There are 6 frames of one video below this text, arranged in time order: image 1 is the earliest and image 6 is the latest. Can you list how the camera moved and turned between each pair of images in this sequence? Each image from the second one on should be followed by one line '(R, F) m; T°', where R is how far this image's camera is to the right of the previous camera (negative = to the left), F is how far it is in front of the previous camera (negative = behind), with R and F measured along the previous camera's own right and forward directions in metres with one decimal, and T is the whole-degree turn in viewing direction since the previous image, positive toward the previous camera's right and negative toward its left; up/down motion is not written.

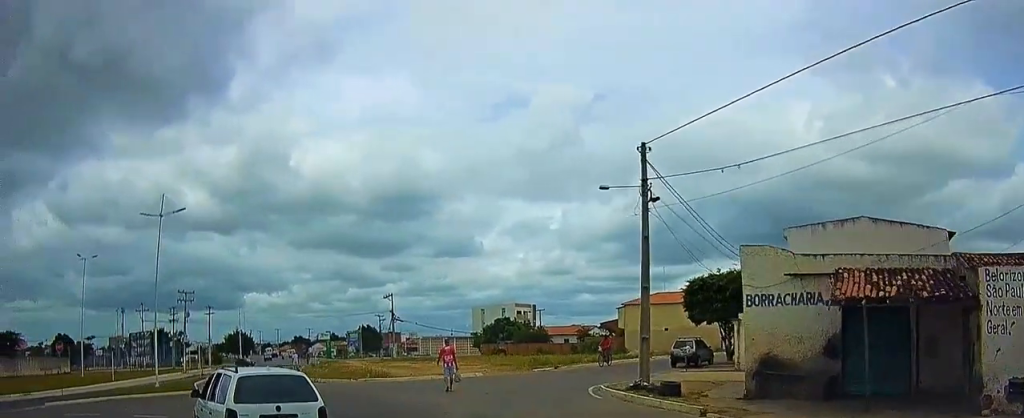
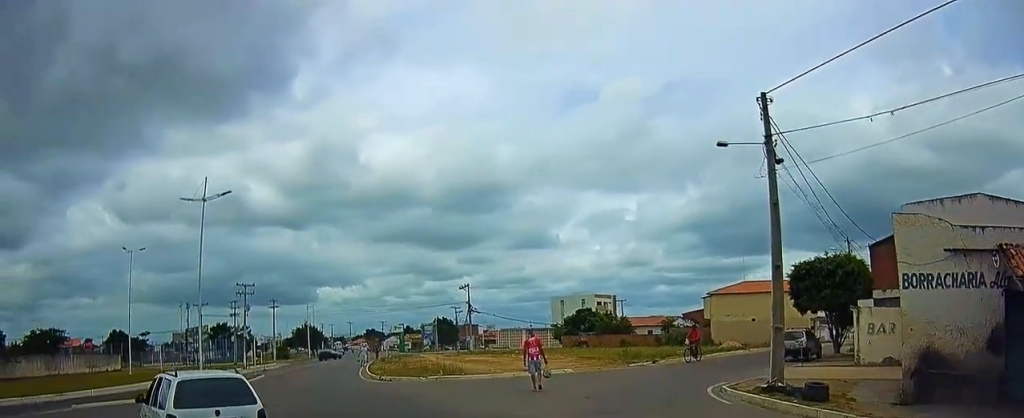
(0.0, +3.2) m; -4°
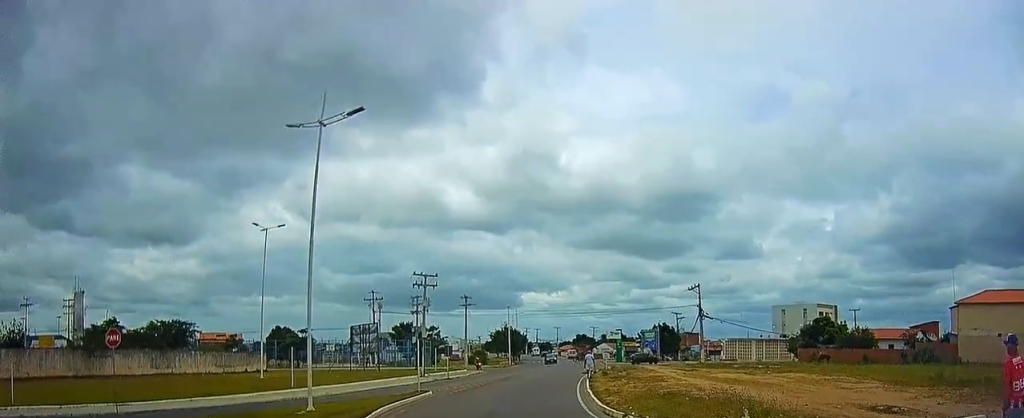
(-1.9, +10.5) m; -22°
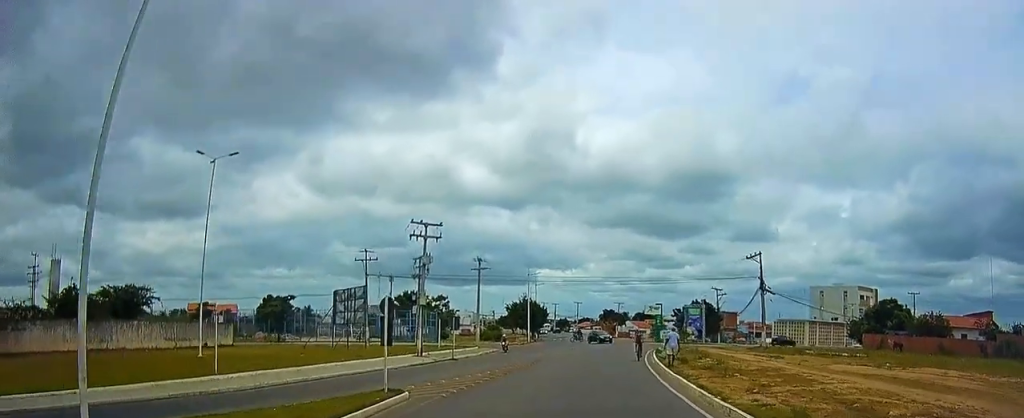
(-1.5, +10.8) m; -10°
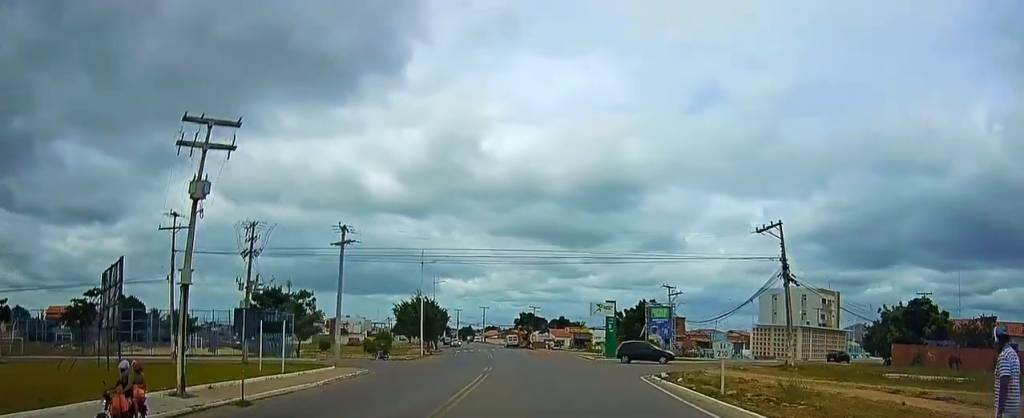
(+0.3, +20.3) m; +3°
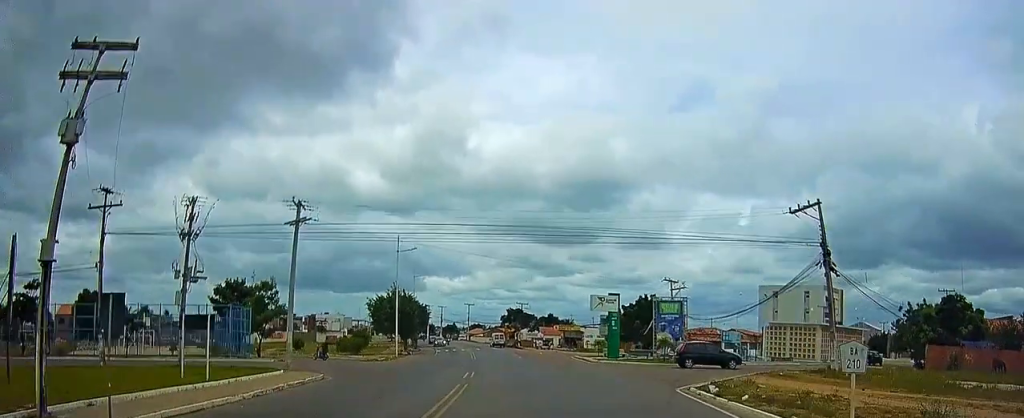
(+0.2, +6.5) m; +2°
